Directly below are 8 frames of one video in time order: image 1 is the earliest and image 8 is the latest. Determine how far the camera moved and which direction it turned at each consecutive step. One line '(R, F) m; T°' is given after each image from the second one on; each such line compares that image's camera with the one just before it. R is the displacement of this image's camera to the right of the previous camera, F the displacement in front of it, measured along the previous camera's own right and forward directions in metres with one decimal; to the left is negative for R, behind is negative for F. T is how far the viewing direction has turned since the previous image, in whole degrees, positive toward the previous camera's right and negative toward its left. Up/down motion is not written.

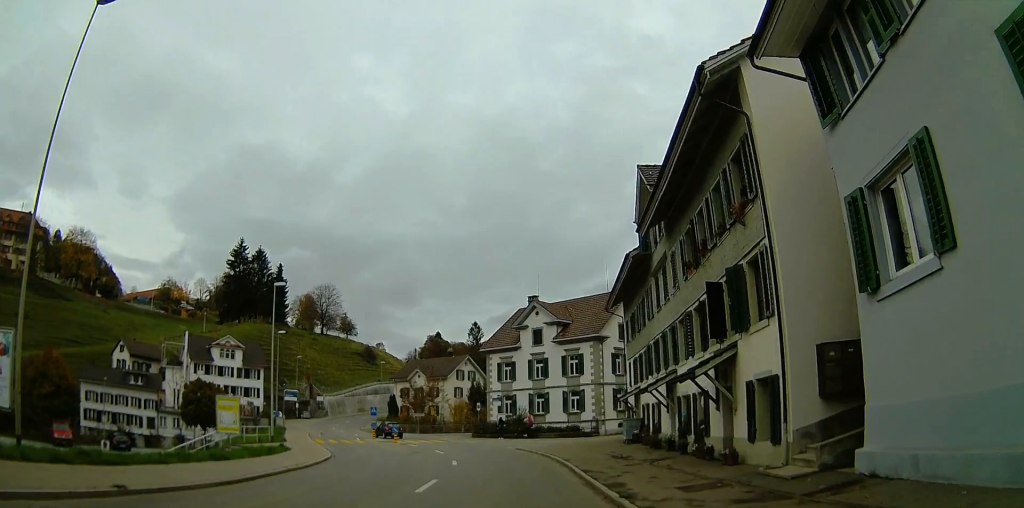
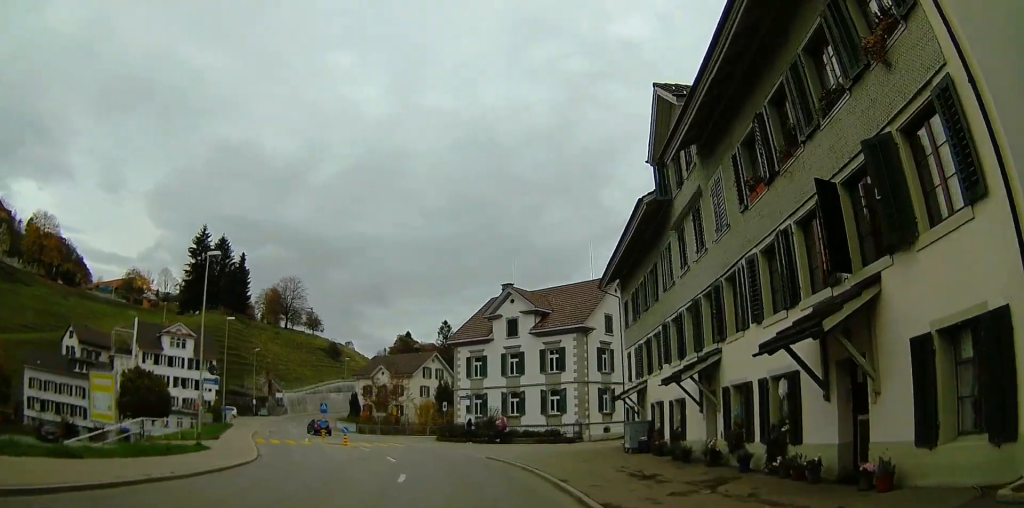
(+0.1, +6.4) m; +1°
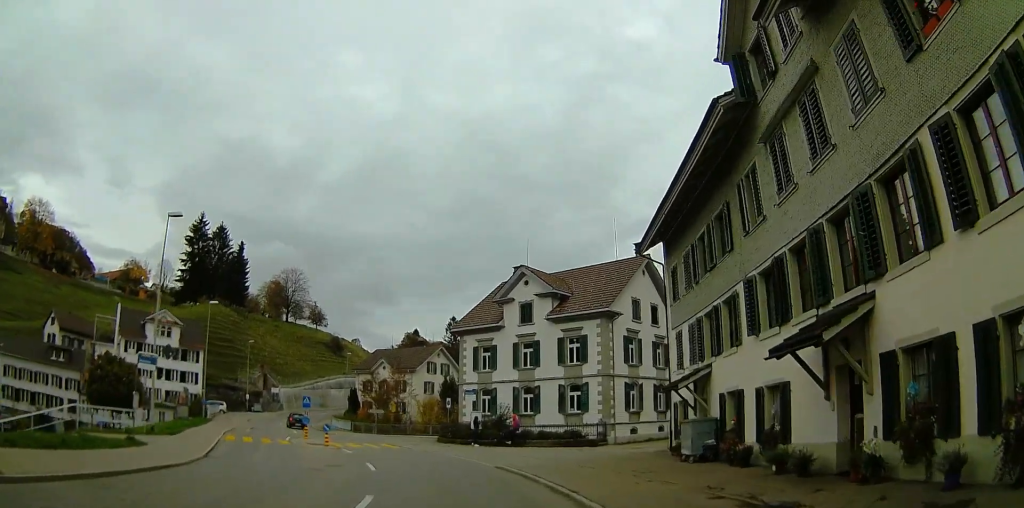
(0.0, +6.1) m; -3°
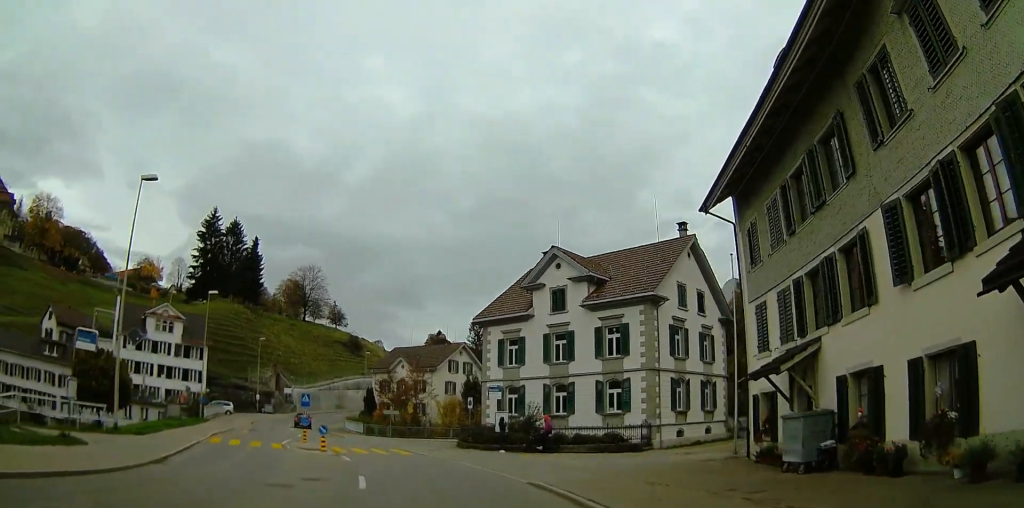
(+0.3, +5.0) m; -4°
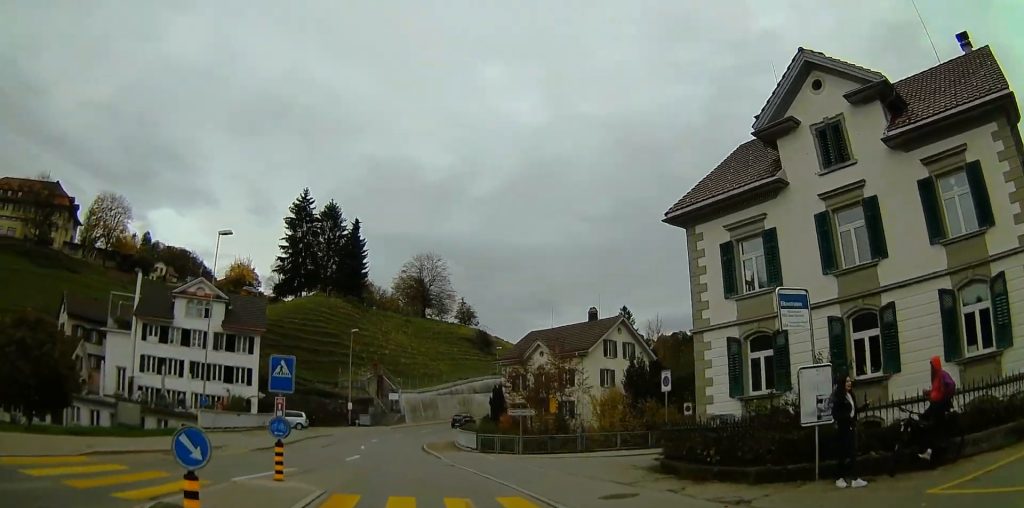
(-2.6, +20.3) m; -8°
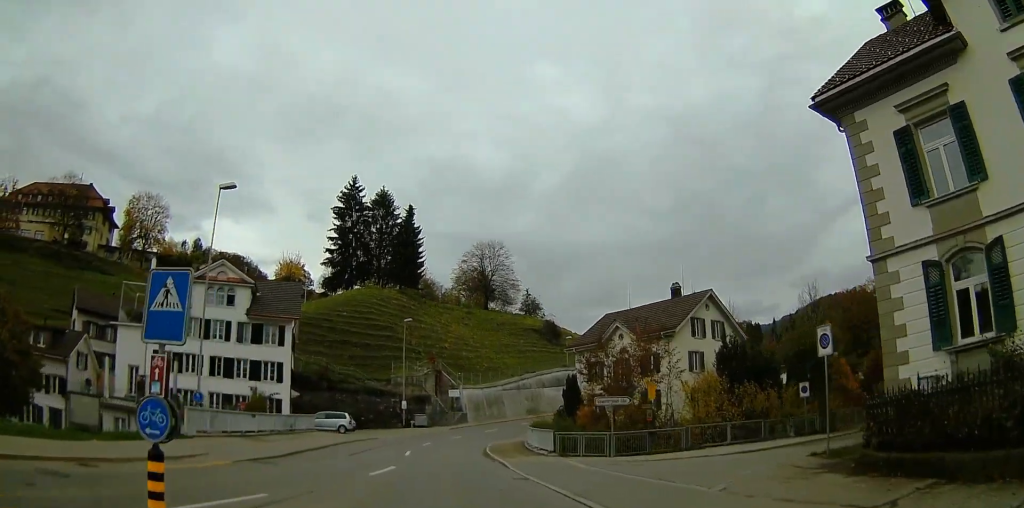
(0.0, +7.4) m; 0°
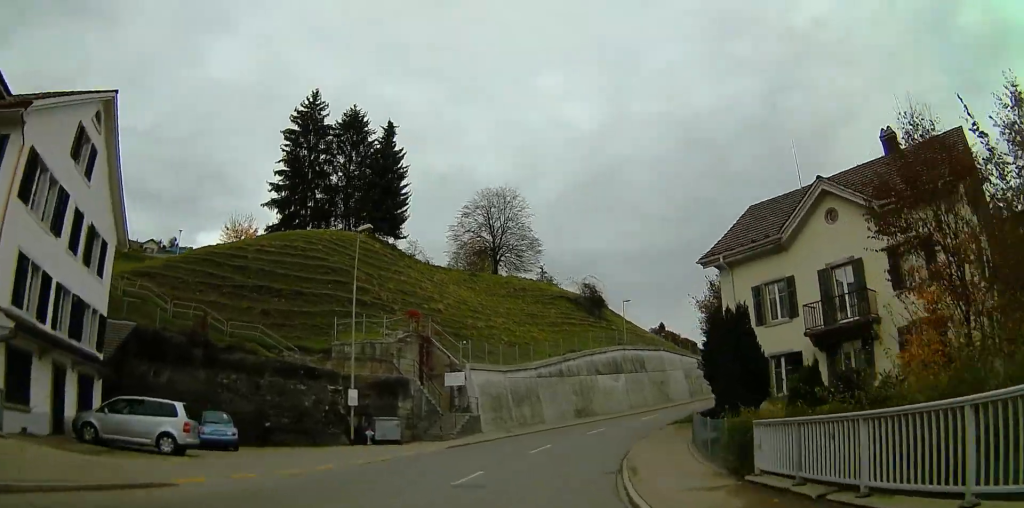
(-0.3, +30.0) m; -2°
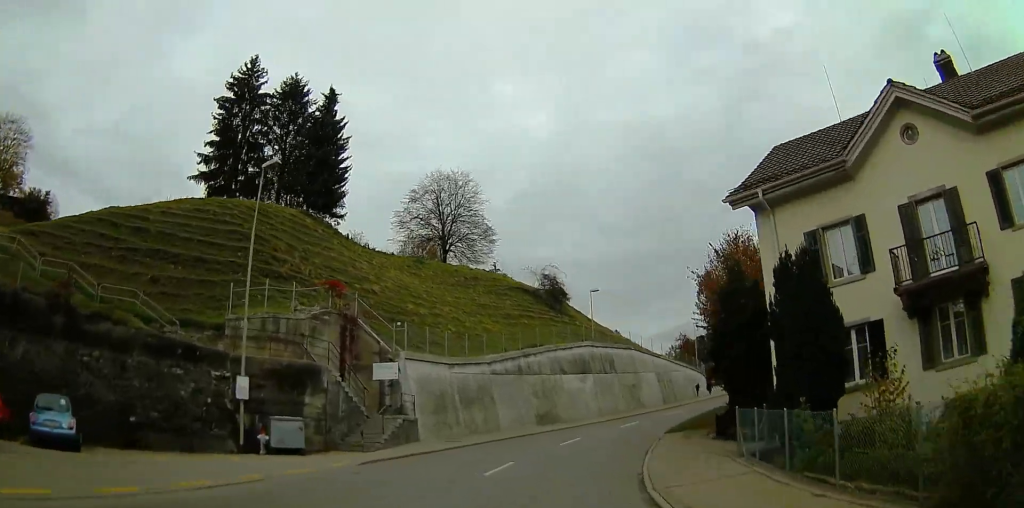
(0.0, +8.0) m; +1°
